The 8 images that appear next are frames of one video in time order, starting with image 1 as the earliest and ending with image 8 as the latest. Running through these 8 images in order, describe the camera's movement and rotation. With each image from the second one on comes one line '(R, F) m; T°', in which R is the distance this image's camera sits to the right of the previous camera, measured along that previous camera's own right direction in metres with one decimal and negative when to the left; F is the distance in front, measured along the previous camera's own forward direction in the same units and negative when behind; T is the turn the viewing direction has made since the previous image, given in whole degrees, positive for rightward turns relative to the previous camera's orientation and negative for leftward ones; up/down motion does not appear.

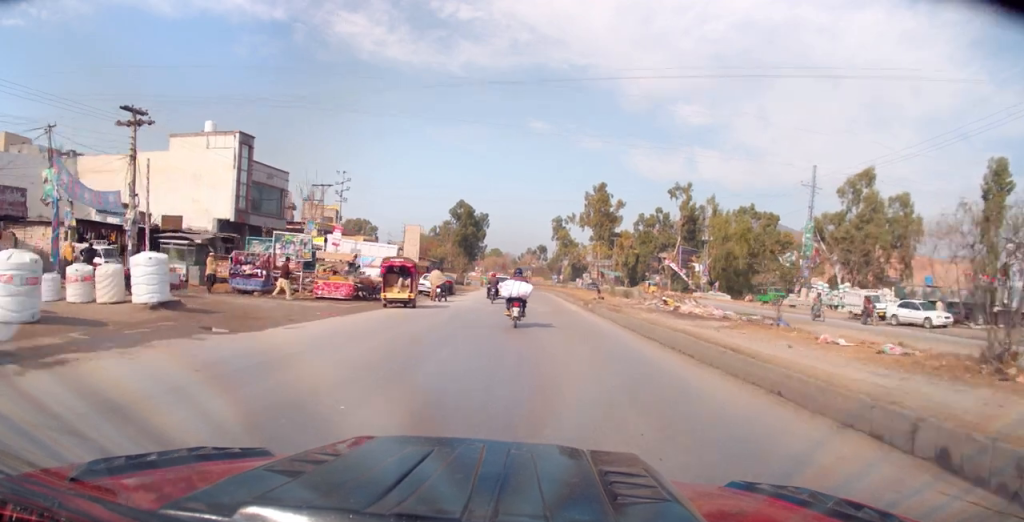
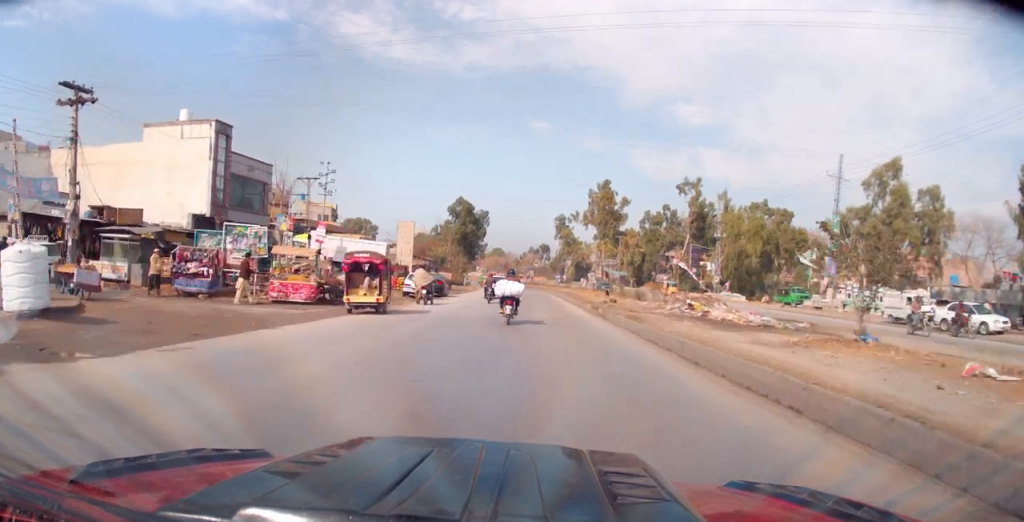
(0.0, +4.8) m; +1°
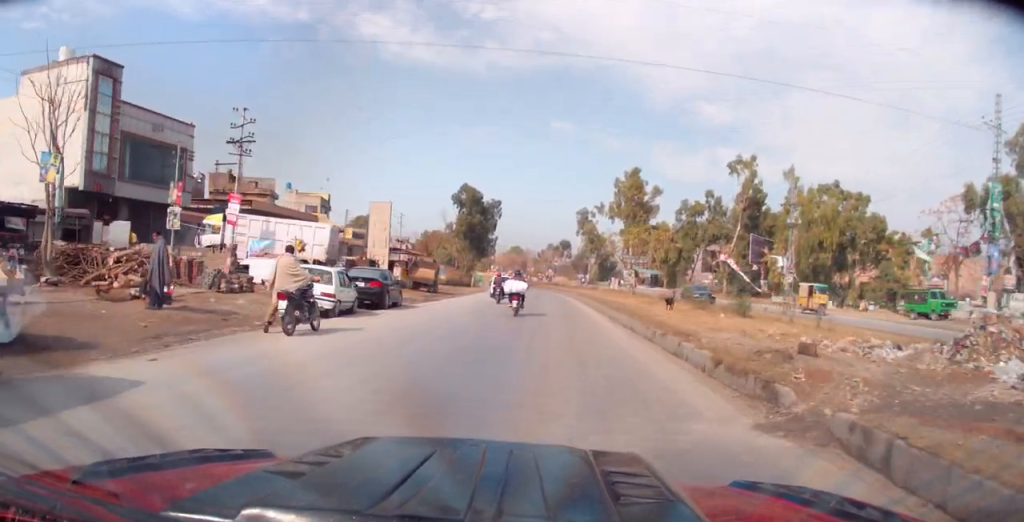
(+0.8, +18.0) m; +2°
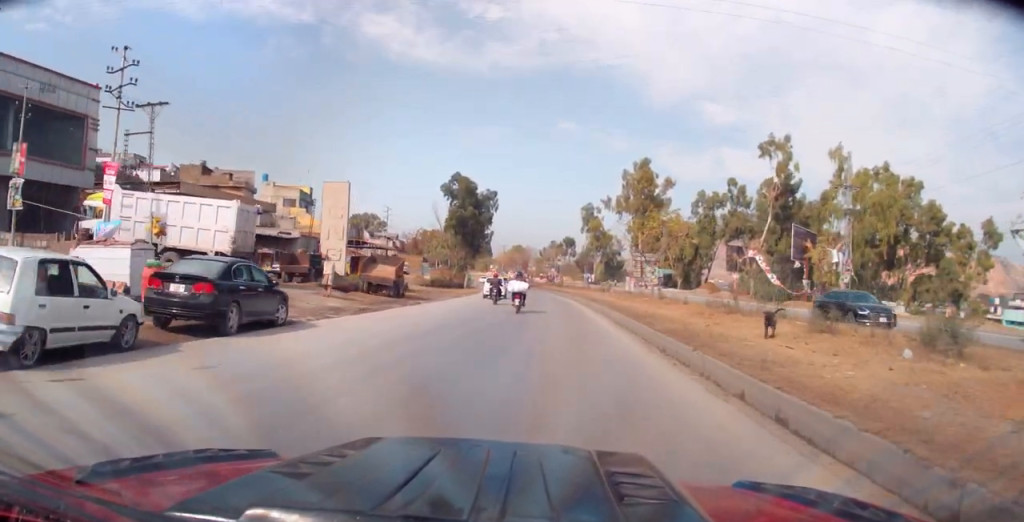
(-0.5, +11.5) m; -4°
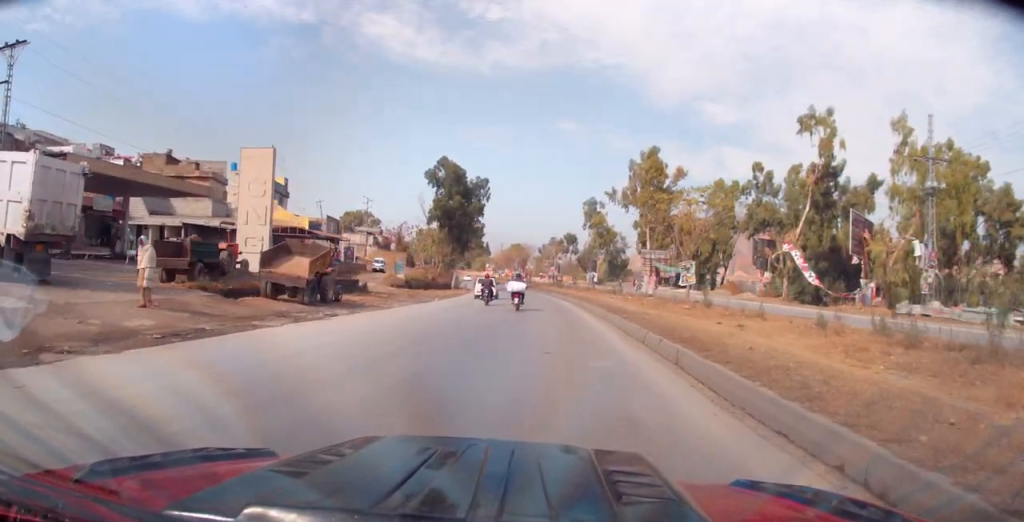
(-0.4, +11.3) m; -2°
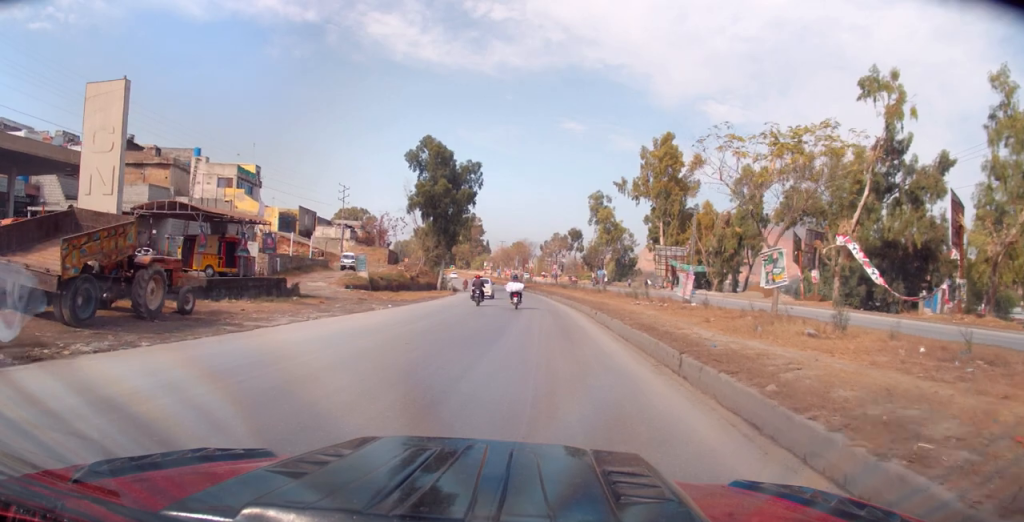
(0.0, +12.0) m; +1°
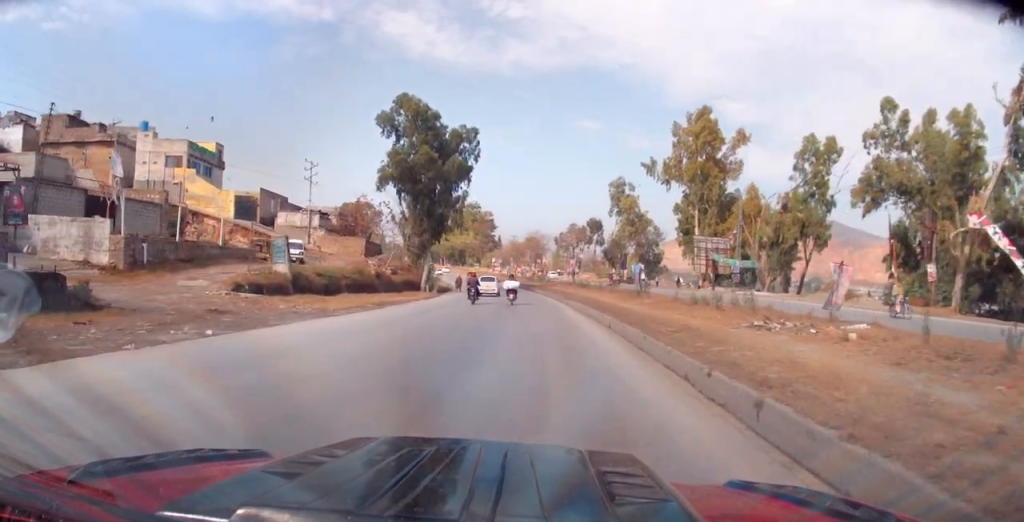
(+0.4, +16.3) m; +1°
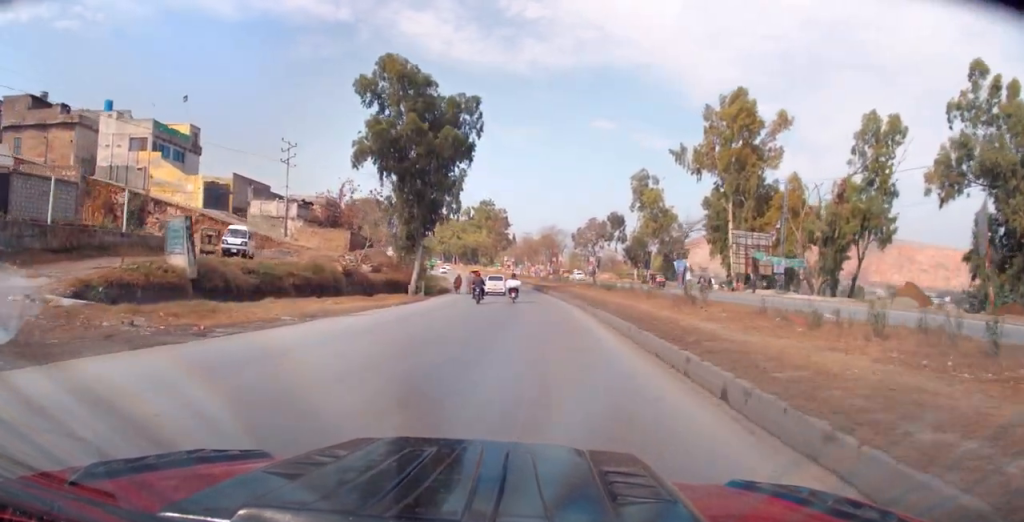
(-0.2, +10.1) m; -1°
